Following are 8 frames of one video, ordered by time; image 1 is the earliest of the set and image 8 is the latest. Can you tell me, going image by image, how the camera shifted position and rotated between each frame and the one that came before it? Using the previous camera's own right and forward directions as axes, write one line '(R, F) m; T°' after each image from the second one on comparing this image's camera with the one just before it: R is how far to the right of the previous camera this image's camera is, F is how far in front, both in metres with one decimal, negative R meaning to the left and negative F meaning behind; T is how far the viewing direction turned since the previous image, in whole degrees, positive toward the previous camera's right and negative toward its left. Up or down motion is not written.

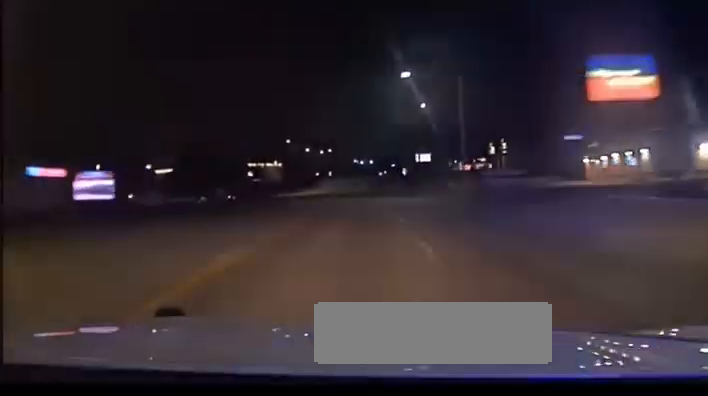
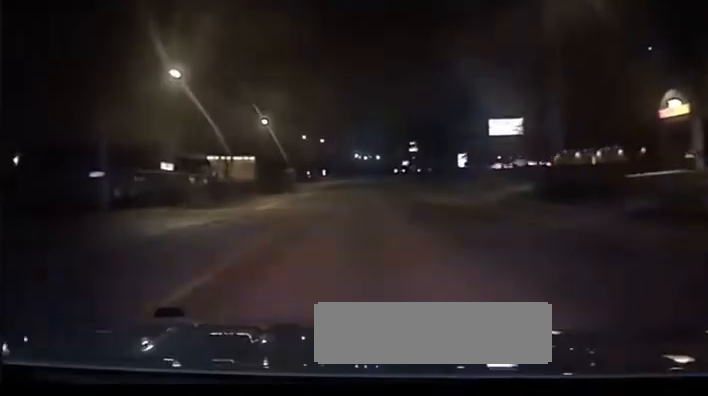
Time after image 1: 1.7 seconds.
(+0.5, +71.6) m; +1°
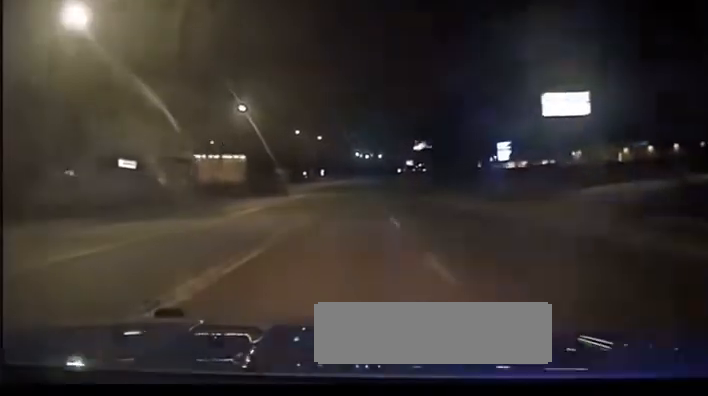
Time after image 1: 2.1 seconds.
(+0.1, +16.4) m; 0°
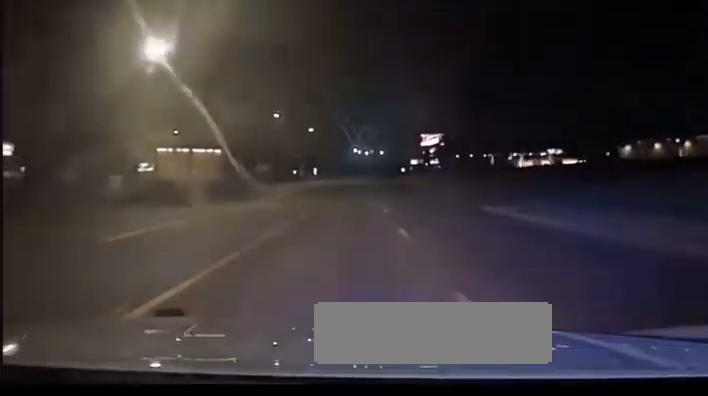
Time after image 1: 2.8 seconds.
(-0.1, +28.7) m; 0°
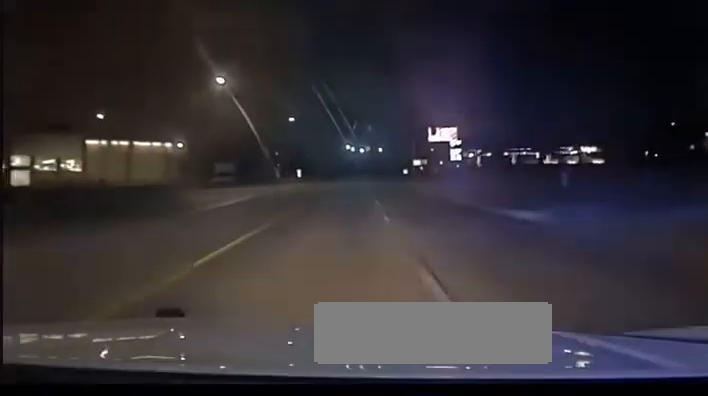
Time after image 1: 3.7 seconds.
(-0.1, +34.3) m; 0°
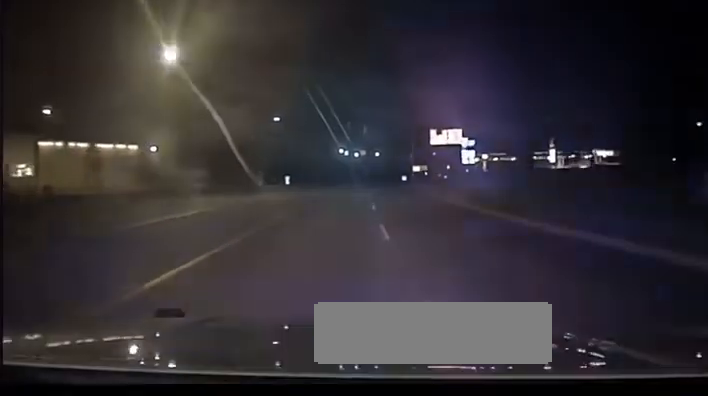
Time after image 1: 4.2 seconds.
(0.0, +15.2) m; 0°
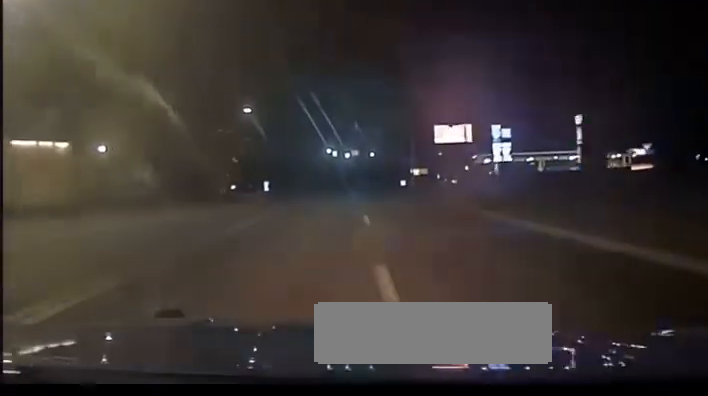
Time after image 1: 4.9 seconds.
(+0.1, +21.6) m; +1°
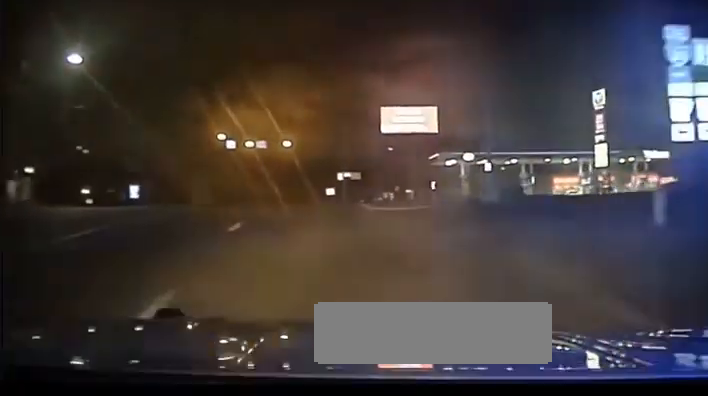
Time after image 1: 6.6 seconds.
(+1.6, +41.6) m; +10°
